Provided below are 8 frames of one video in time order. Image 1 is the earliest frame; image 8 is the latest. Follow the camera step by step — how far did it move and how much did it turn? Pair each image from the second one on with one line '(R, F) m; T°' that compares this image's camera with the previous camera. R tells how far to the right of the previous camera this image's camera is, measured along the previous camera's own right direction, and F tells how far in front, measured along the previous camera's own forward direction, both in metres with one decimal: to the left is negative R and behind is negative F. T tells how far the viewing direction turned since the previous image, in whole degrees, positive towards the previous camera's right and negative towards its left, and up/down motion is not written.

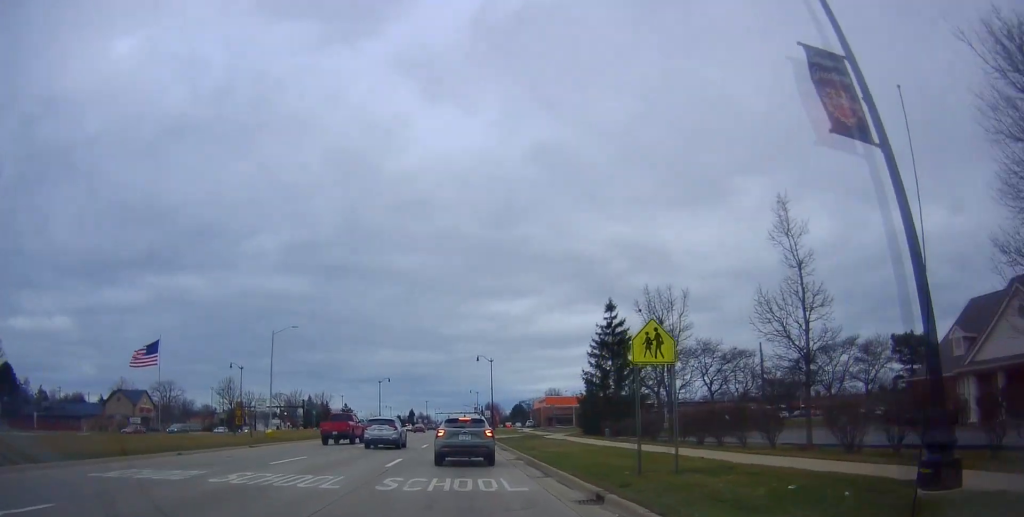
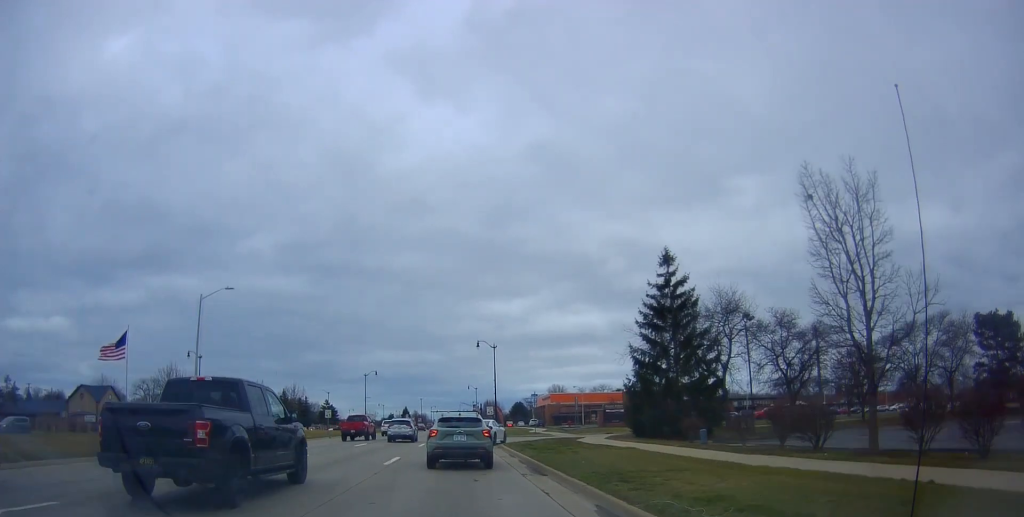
(+0.4, +16.6) m; 0°
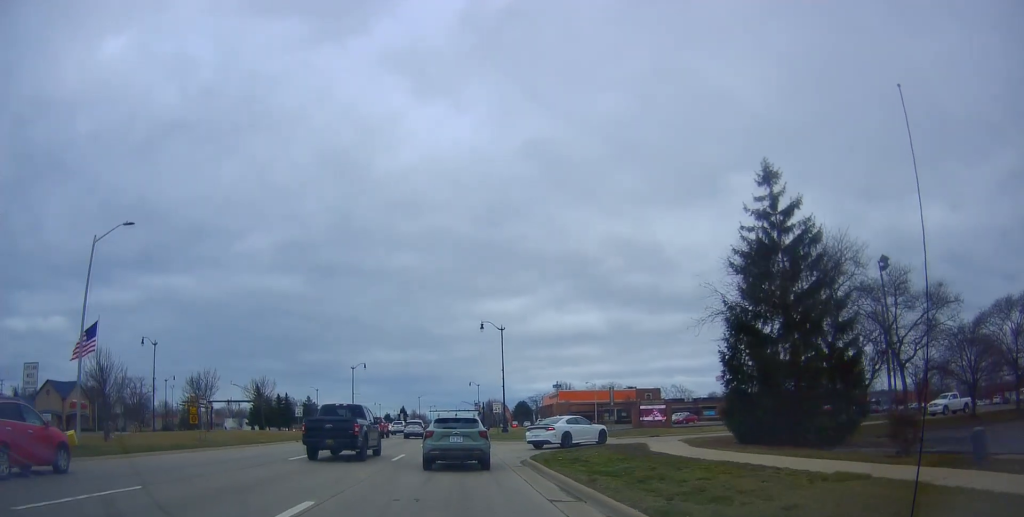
(-0.6, +14.7) m; 0°
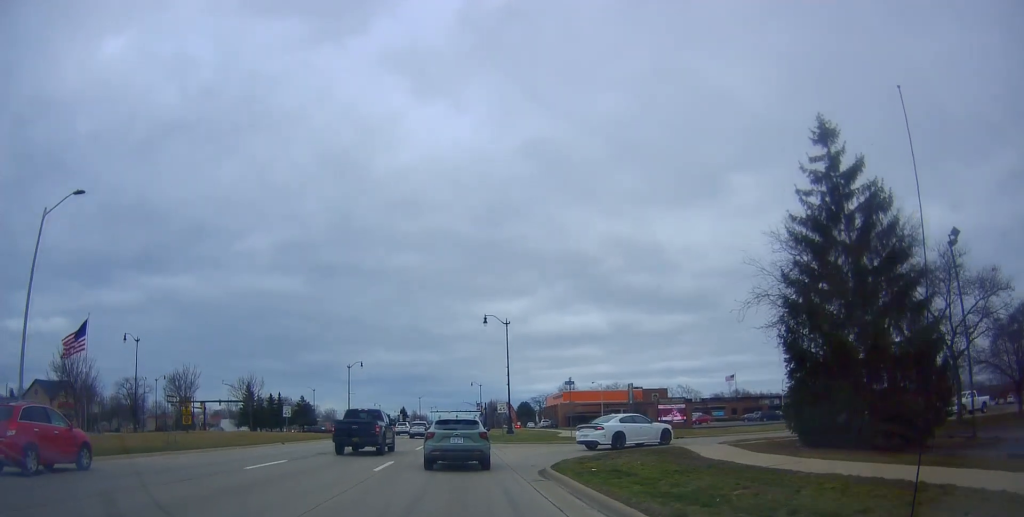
(+0.3, +4.8) m; +1°
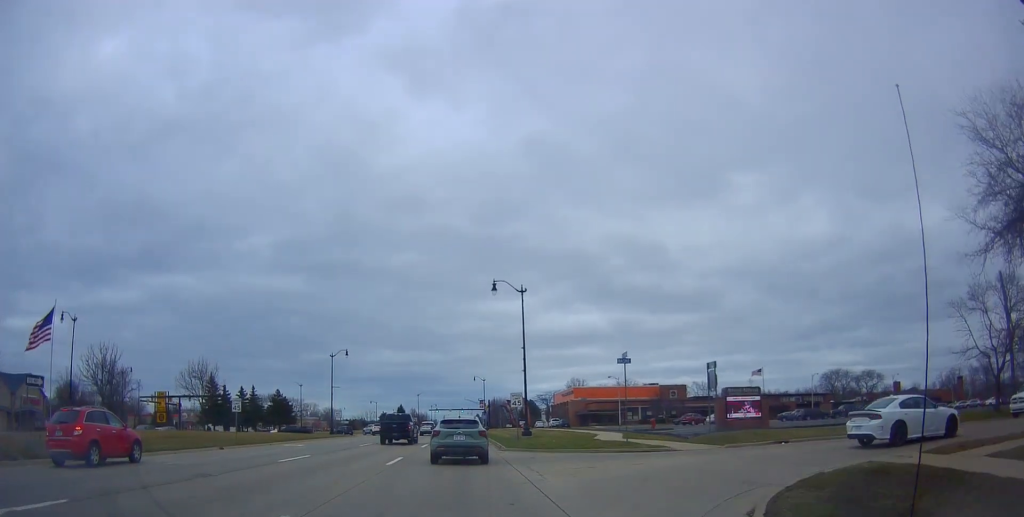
(0.0, +13.0) m; +1°
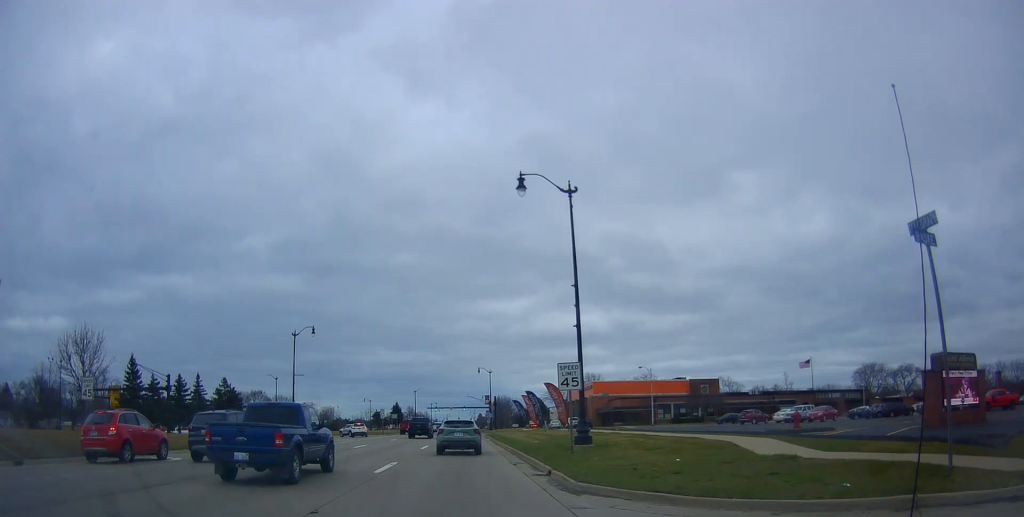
(-0.3, +17.4) m; -2°
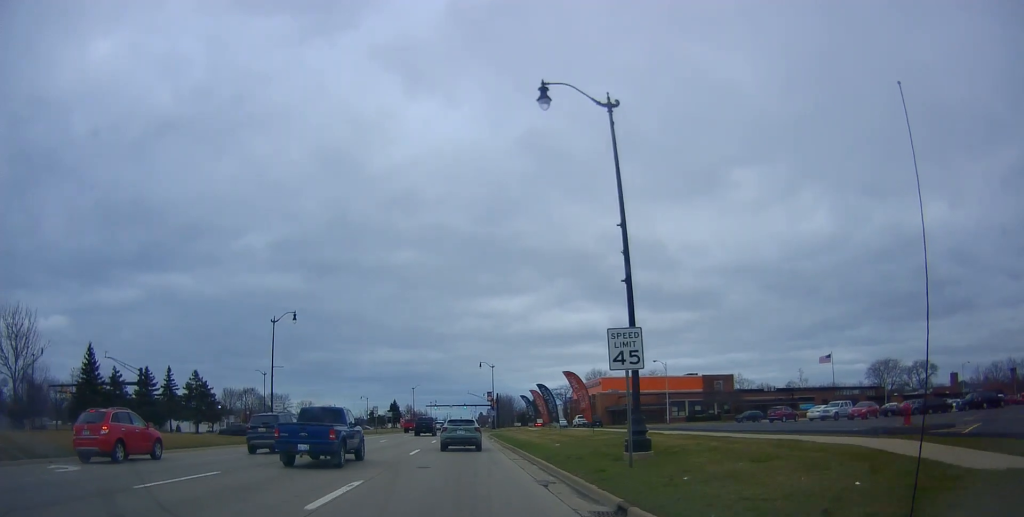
(-0.3, +6.3) m; 0°
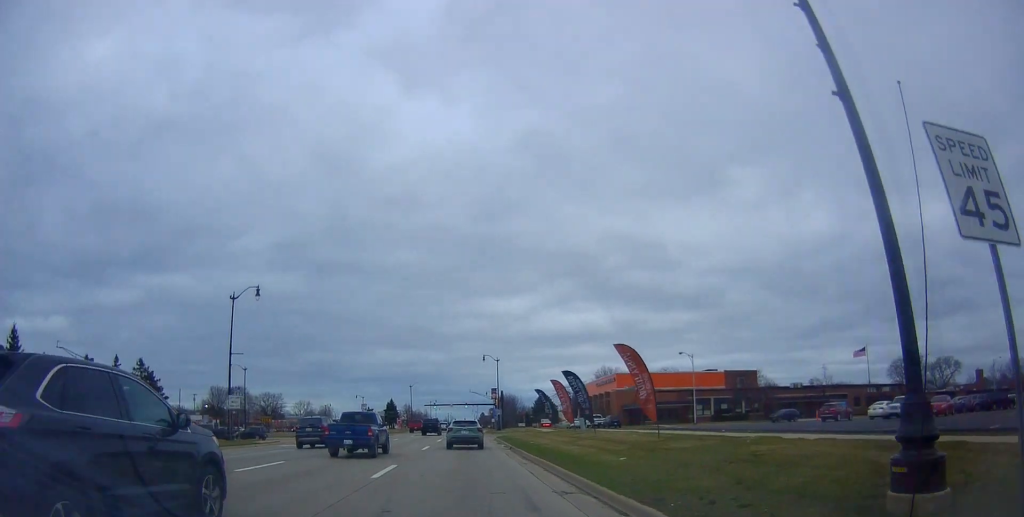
(+0.6, +9.3) m; +2°
